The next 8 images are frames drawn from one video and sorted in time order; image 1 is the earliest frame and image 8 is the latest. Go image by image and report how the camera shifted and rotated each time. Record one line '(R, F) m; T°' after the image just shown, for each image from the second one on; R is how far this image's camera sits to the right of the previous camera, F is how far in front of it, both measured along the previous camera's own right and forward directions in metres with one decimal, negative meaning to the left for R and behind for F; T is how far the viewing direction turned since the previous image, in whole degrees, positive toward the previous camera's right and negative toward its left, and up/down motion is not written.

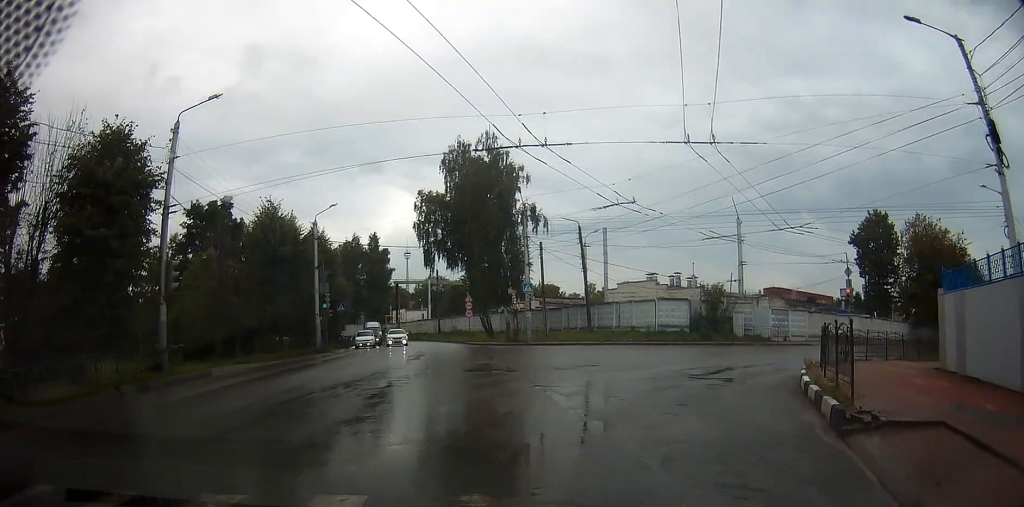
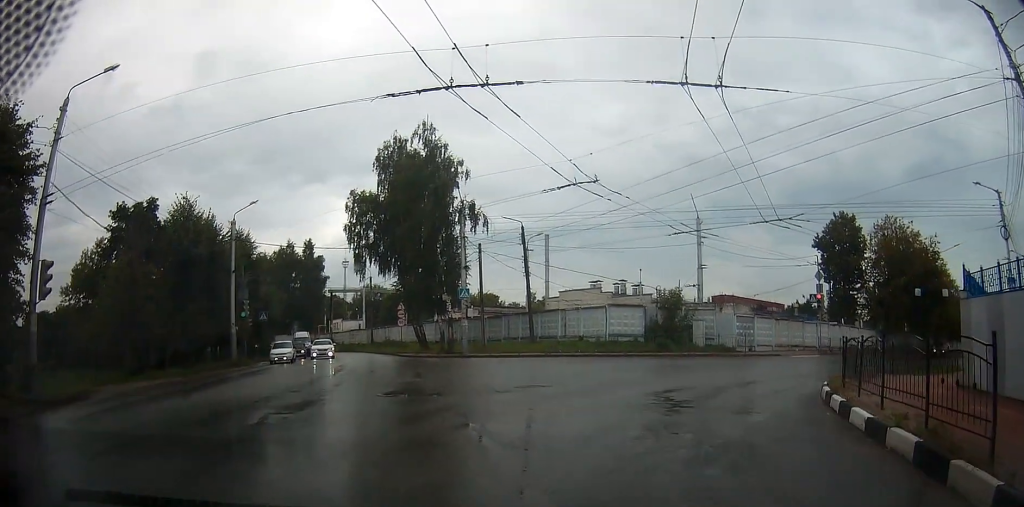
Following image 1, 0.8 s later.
(+0.4, +4.4) m; +7°
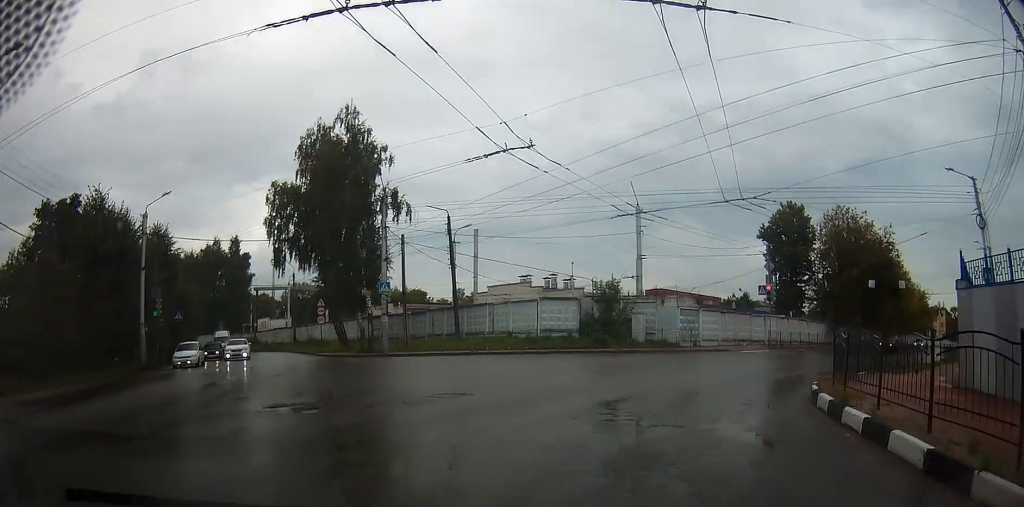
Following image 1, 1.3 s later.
(+0.1, +2.8) m; +5°
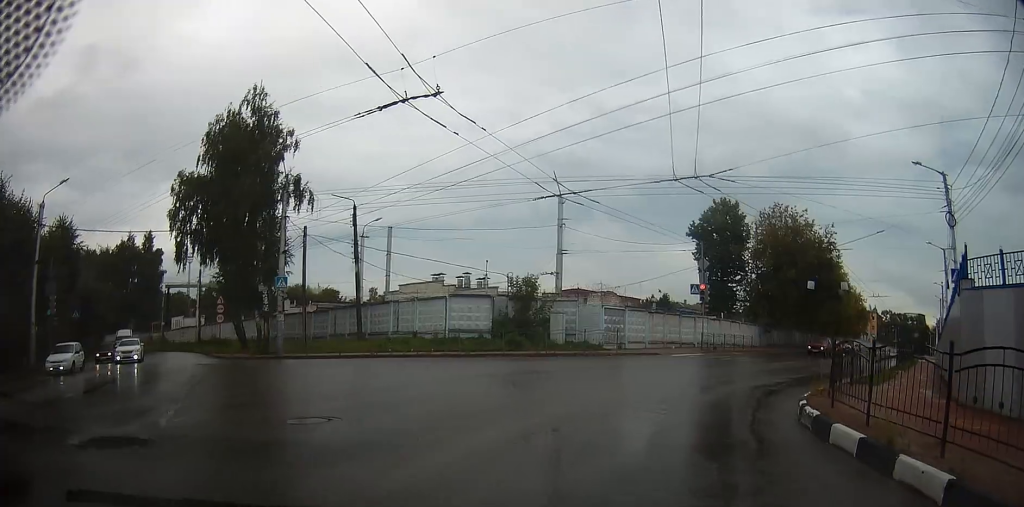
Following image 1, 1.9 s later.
(-0.1, +3.3) m; +8°
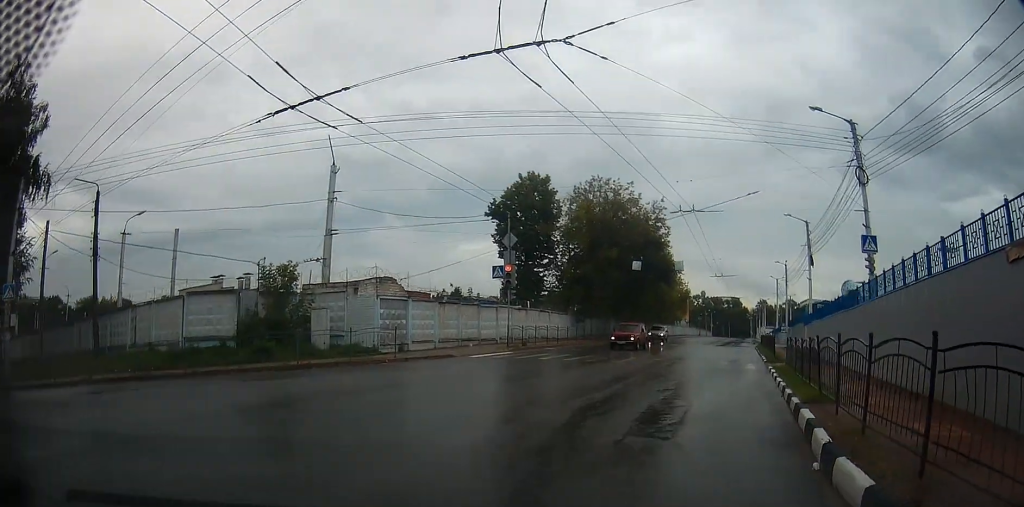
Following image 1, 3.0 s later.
(+1.4, +7.4) m; +19°
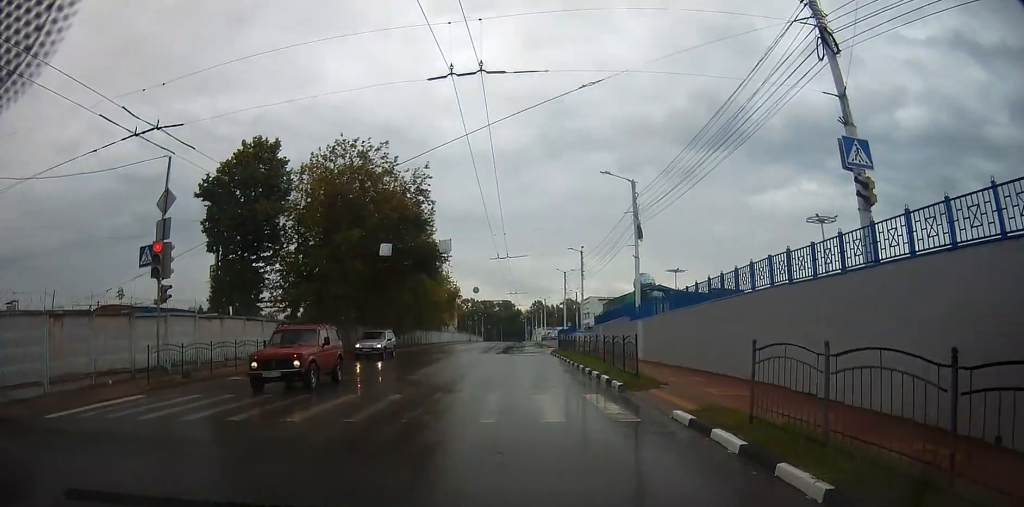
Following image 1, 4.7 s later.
(+2.2, +13.0) m; +16°
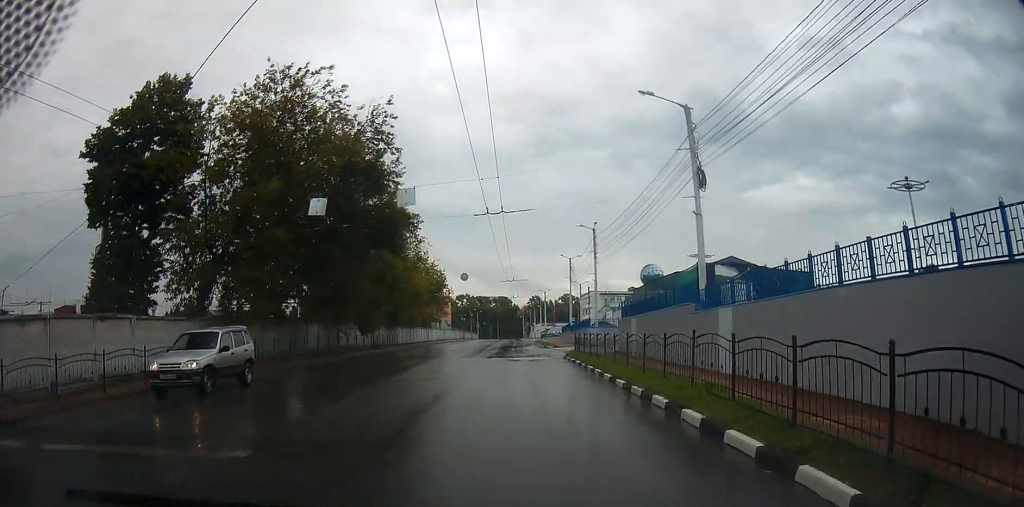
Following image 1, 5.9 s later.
(+0.9, +11.8) m; +3°
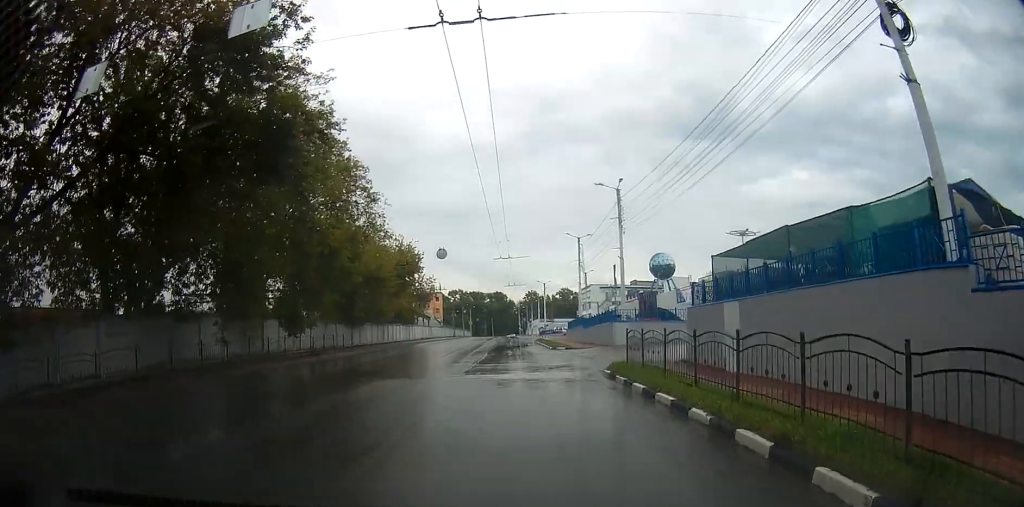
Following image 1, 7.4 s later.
(-0.6, +14.1) m; -1°
